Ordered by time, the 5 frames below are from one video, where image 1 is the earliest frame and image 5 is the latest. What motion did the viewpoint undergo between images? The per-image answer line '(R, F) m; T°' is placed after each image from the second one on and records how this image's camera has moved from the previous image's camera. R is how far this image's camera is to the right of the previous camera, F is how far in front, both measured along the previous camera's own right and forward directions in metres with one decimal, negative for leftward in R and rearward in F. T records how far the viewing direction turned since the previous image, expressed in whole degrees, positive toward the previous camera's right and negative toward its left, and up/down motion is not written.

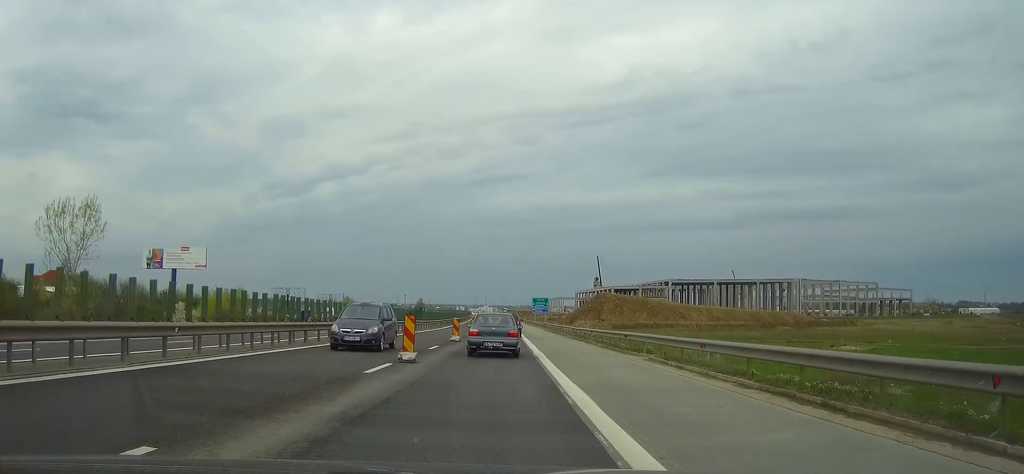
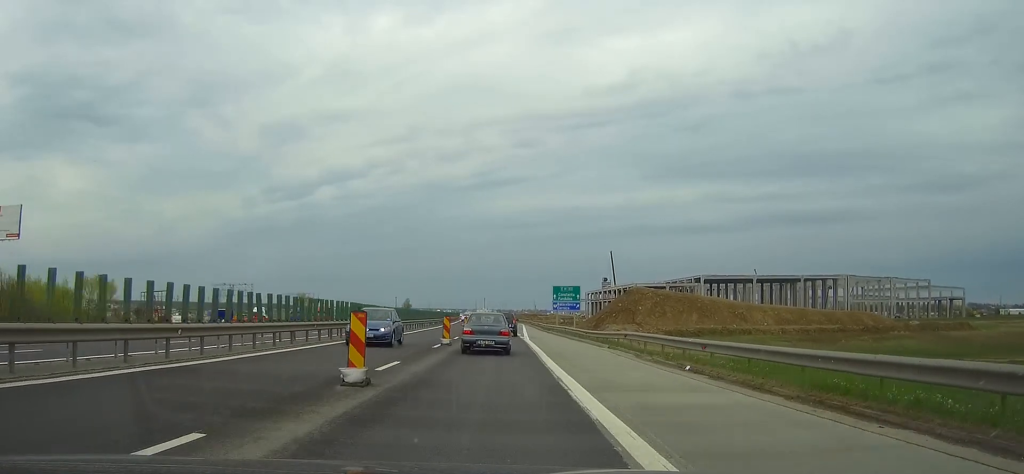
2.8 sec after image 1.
(0.0, +59.6) m; 0°
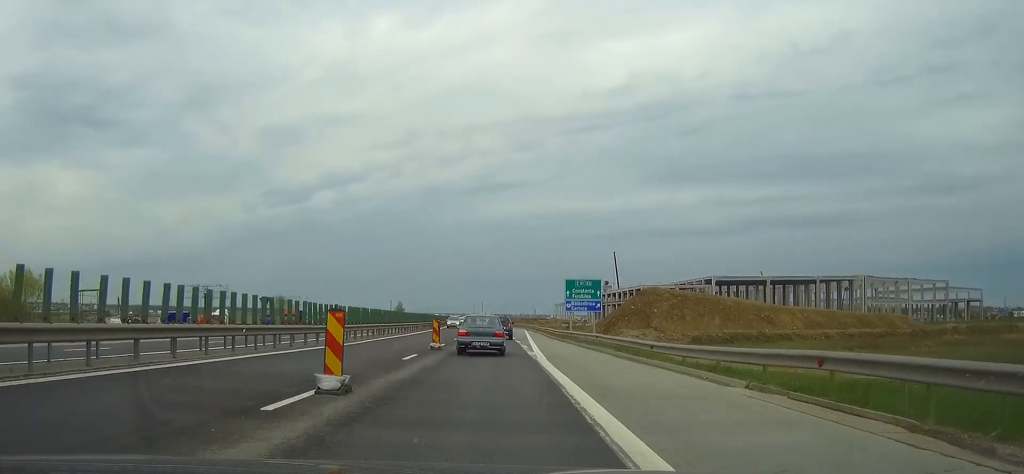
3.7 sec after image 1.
(-0.1, +19.3) m; 0°
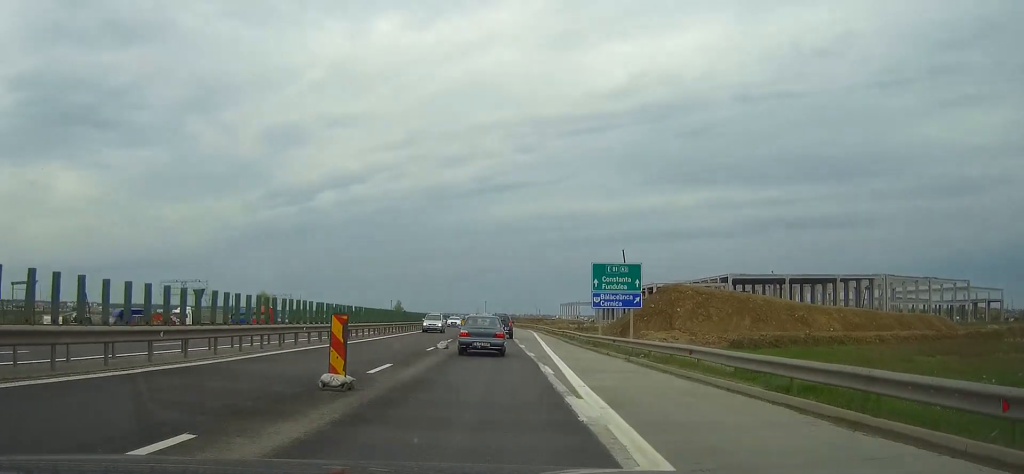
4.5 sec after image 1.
(0.0, +17.1) m; 0°
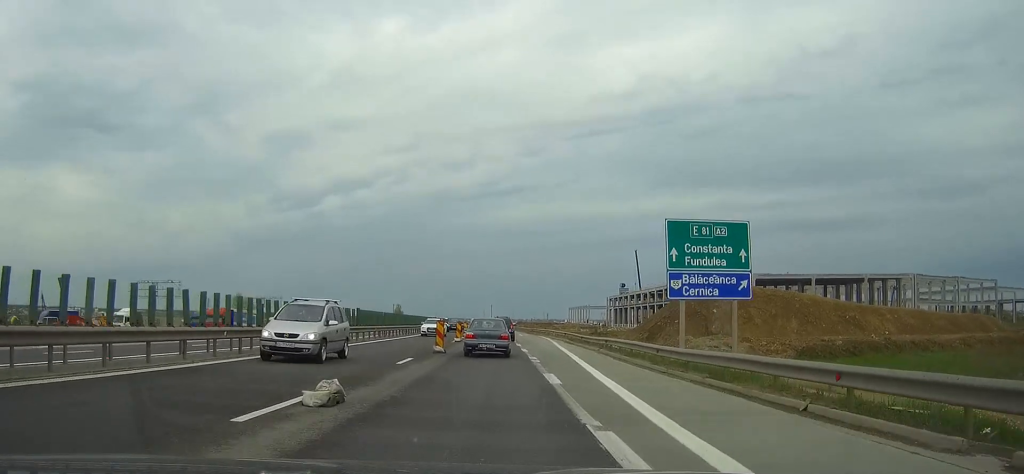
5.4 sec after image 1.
(0.0, +20.0) m; 0°
